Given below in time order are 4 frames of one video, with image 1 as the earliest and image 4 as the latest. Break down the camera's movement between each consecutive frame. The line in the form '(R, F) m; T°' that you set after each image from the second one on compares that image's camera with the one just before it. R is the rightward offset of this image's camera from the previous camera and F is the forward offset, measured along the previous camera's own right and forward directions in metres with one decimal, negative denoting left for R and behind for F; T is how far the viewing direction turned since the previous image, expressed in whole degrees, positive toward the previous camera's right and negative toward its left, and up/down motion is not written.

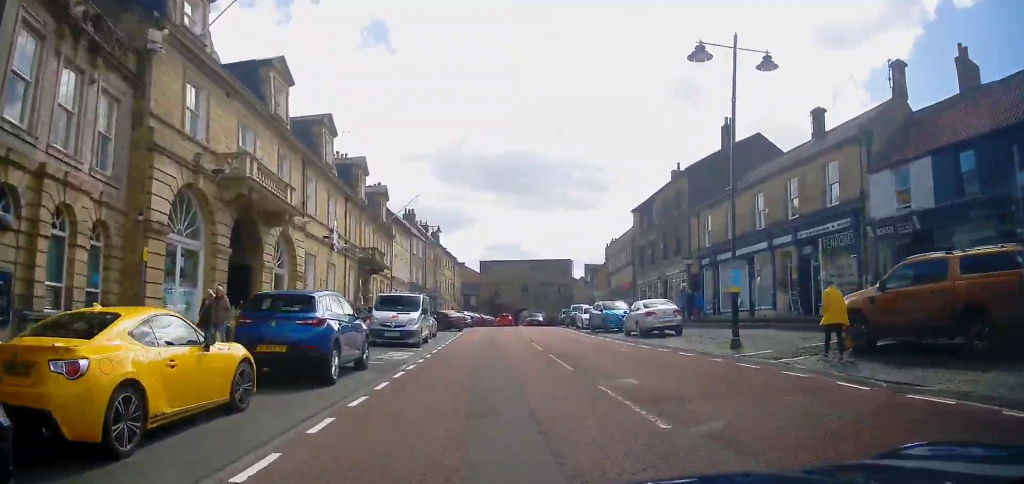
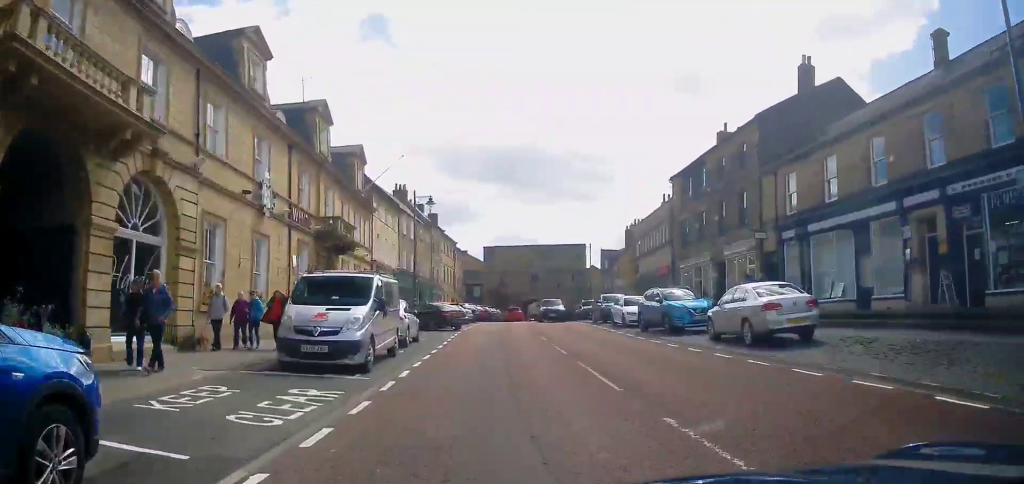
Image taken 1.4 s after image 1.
(+0.1, +9.9) m; +1°
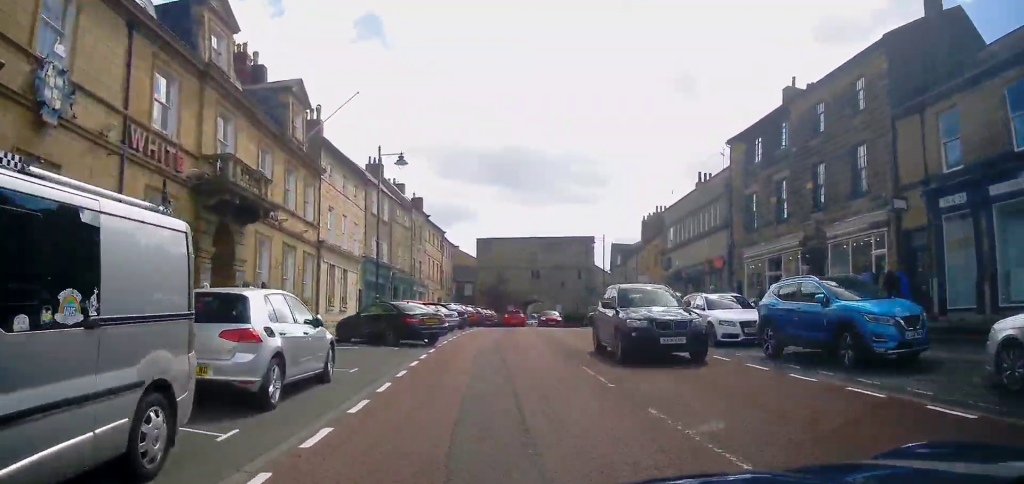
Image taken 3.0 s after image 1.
(+0.1, +11.3) m; +2°
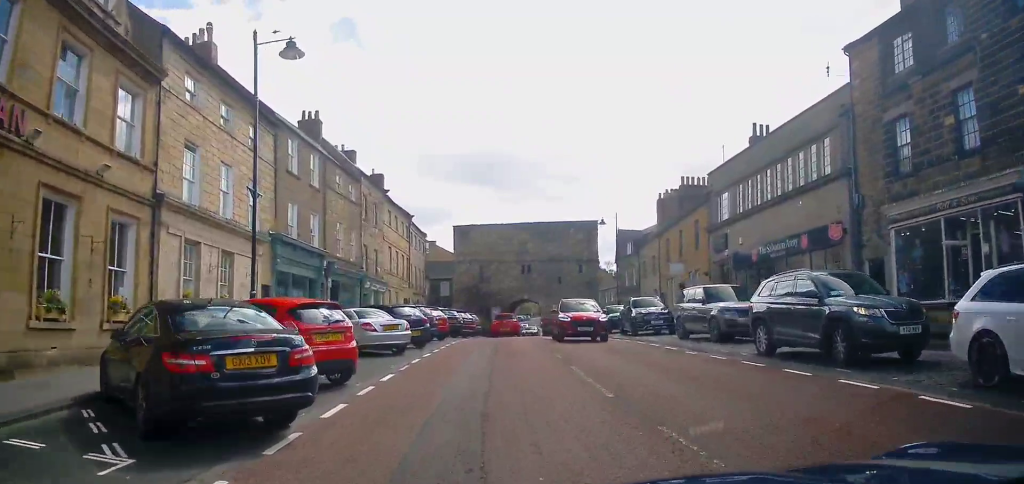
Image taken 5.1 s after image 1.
(+0.2, +14.0) m; +2°
